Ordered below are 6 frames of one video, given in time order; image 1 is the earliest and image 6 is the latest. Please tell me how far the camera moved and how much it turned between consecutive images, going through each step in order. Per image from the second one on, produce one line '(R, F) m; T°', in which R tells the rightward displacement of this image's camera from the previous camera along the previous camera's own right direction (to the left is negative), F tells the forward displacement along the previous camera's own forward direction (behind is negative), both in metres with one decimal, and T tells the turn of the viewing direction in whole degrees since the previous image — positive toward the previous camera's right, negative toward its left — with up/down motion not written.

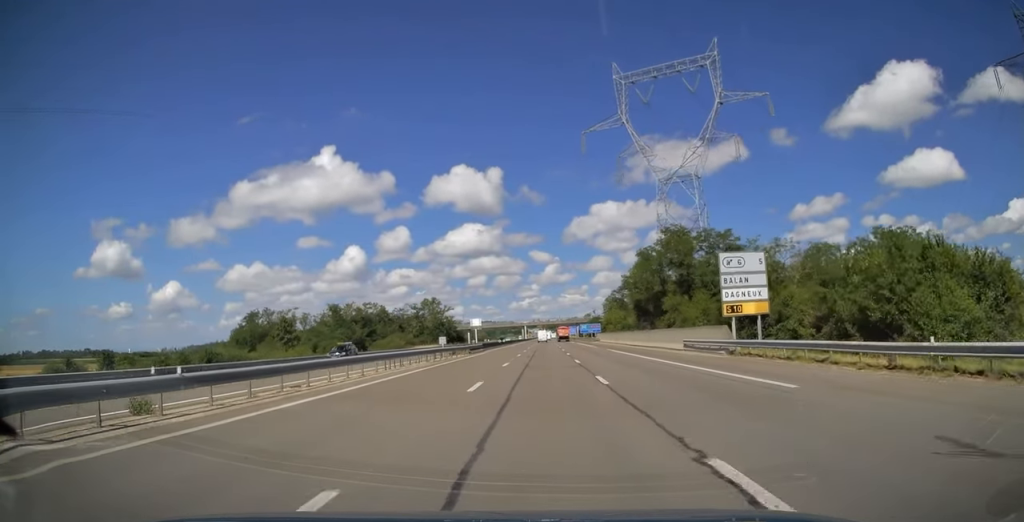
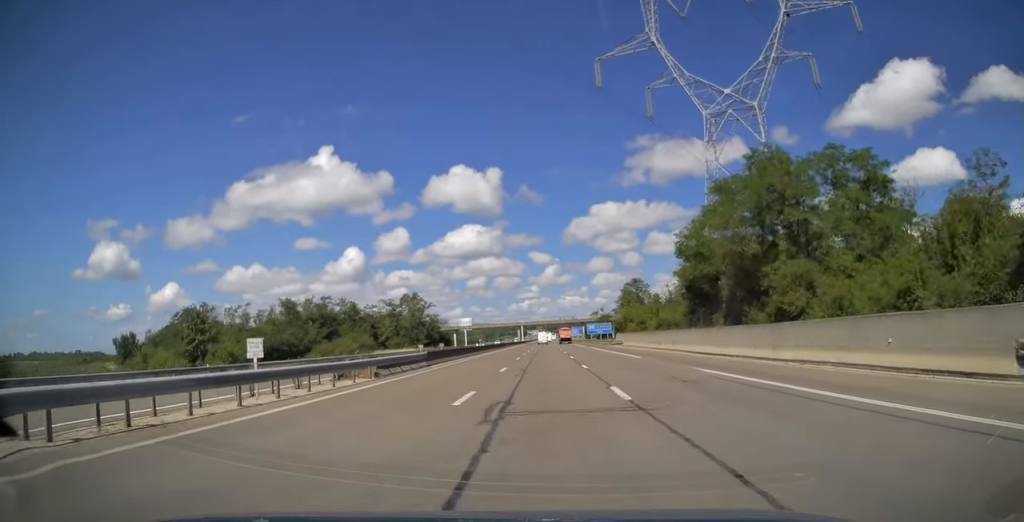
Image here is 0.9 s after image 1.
(-0.1, +29.4) m; 0°
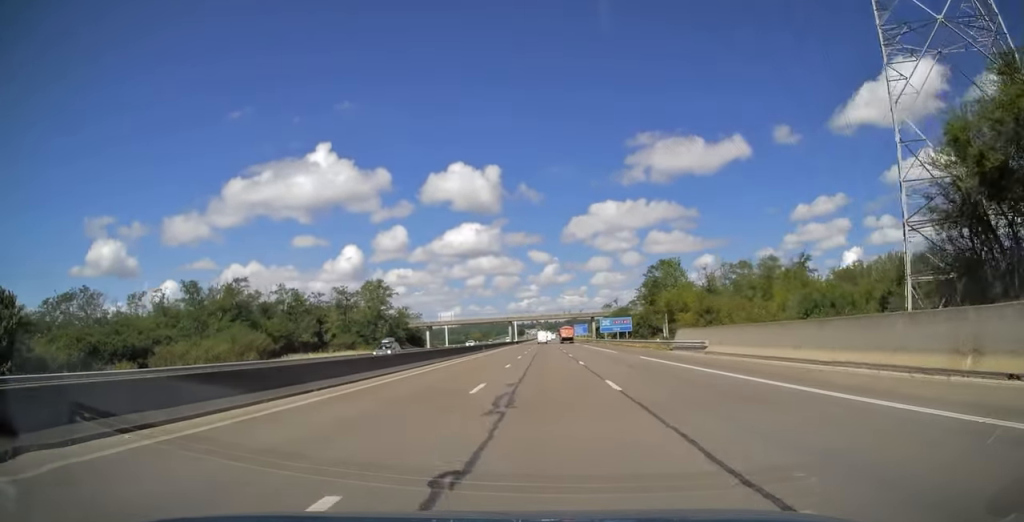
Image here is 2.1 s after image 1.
(+0.1, +36.9) m; 0°
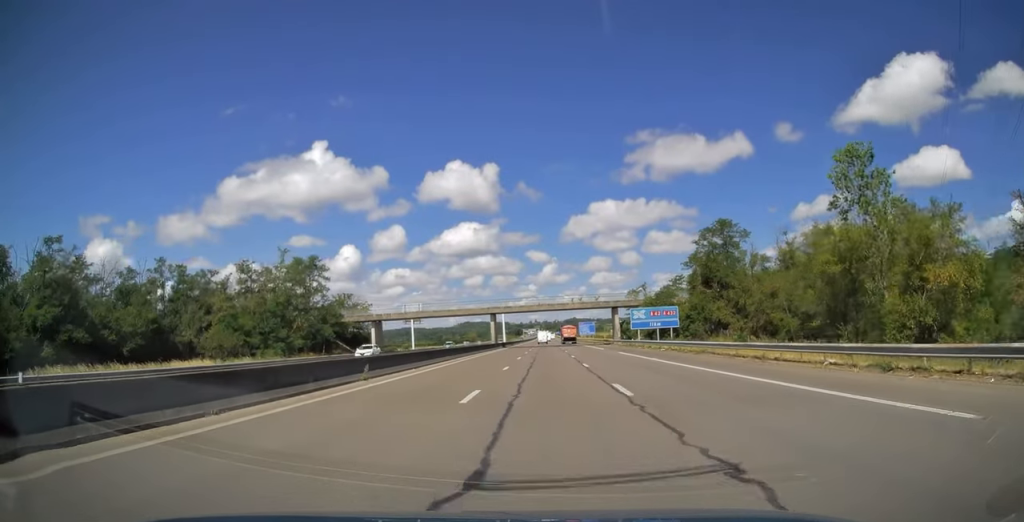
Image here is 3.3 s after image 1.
(-0.3, +40.6) m; 0°
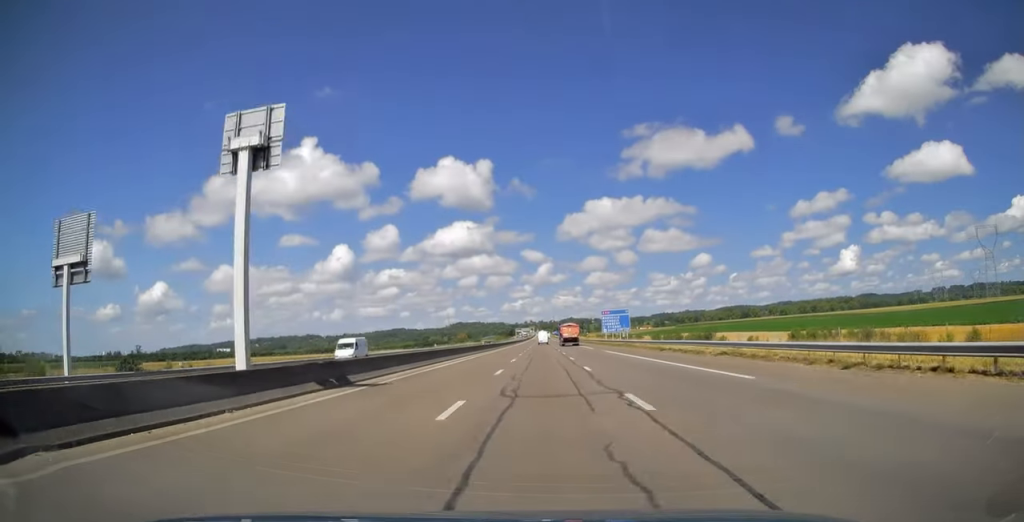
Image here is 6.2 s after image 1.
(+0.3, +92.5) m; +1°
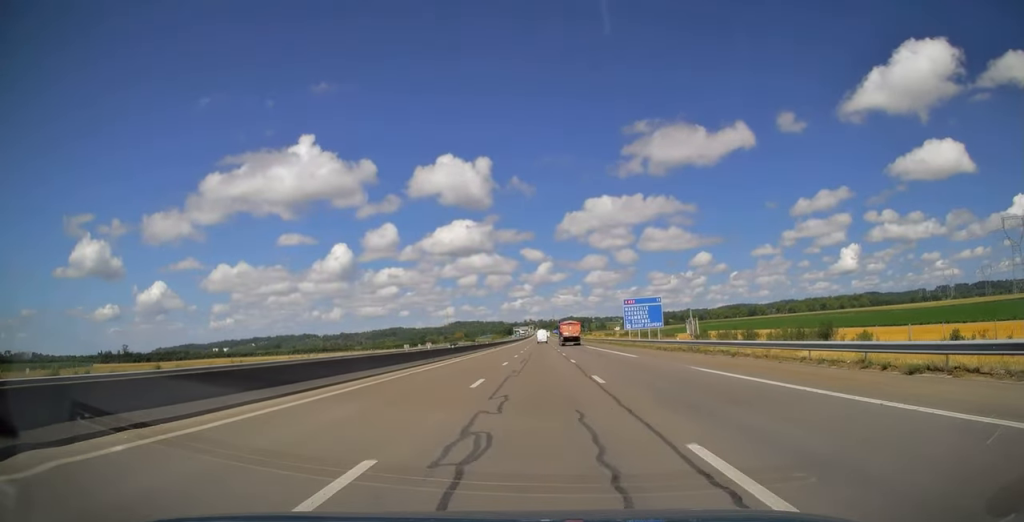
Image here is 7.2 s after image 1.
(+0.1, +32.1) m; 0°
